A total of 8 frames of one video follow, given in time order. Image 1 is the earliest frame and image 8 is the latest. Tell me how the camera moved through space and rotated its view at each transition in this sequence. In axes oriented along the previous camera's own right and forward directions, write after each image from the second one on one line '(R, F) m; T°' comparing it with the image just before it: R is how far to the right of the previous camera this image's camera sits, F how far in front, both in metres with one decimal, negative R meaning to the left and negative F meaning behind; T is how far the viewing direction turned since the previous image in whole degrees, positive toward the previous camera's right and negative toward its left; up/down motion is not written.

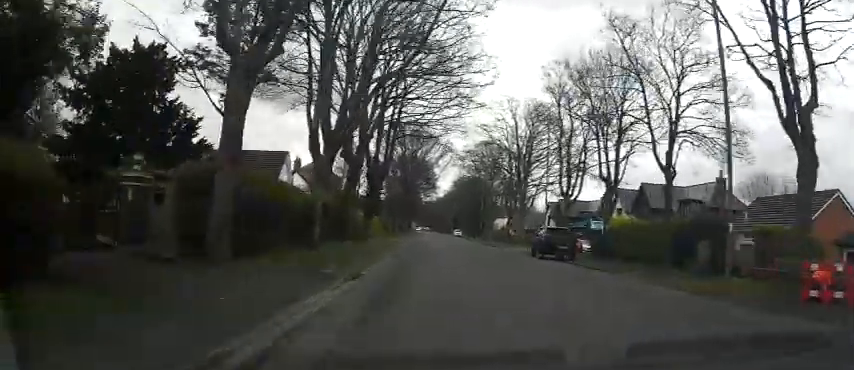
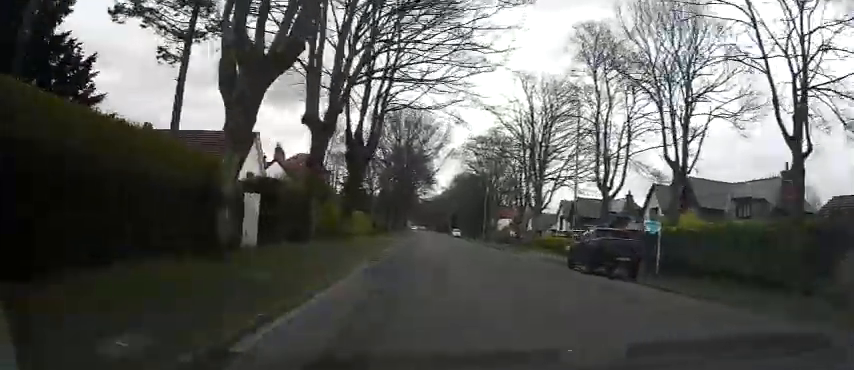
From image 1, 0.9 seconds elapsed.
(+0.1, +9.3) m; +1°
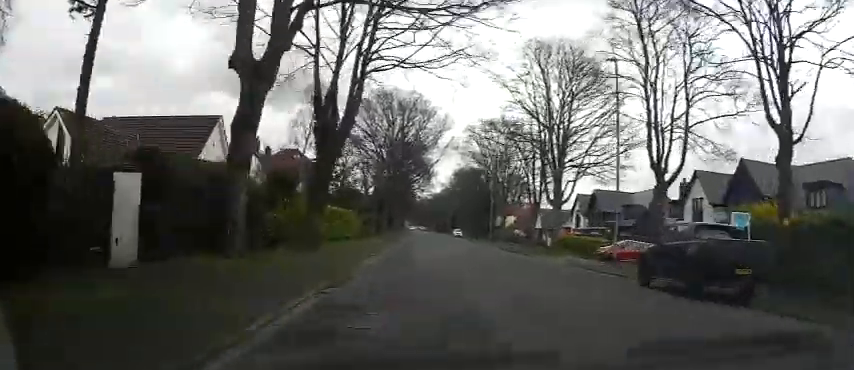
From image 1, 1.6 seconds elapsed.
(0.0, +7.8) m; 0°
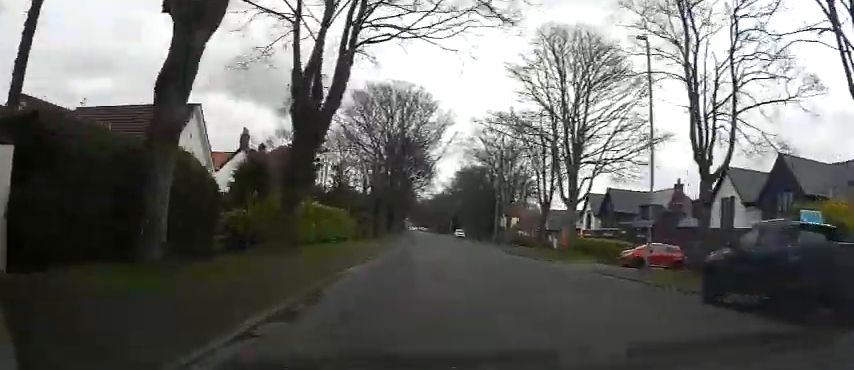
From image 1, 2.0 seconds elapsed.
(0.0, +4.3) m; 0°
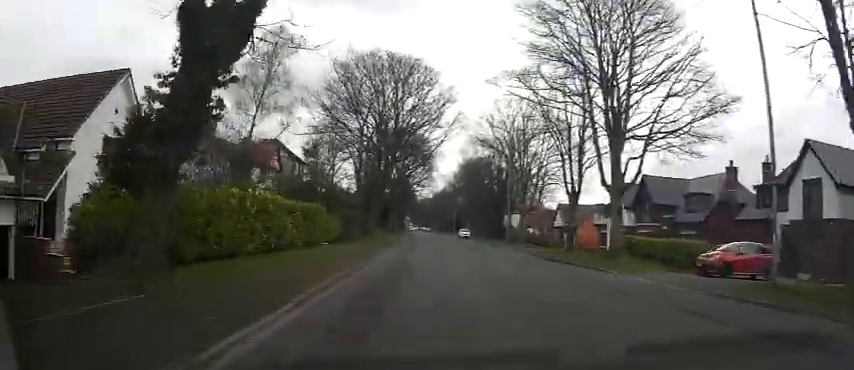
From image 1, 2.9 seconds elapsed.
(0.0, +8.6) m; -2°
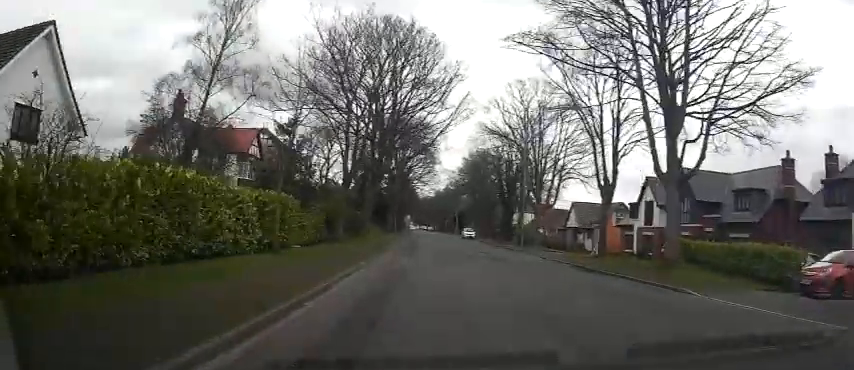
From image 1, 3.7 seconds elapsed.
(-0.1, +7.0) m; -1°
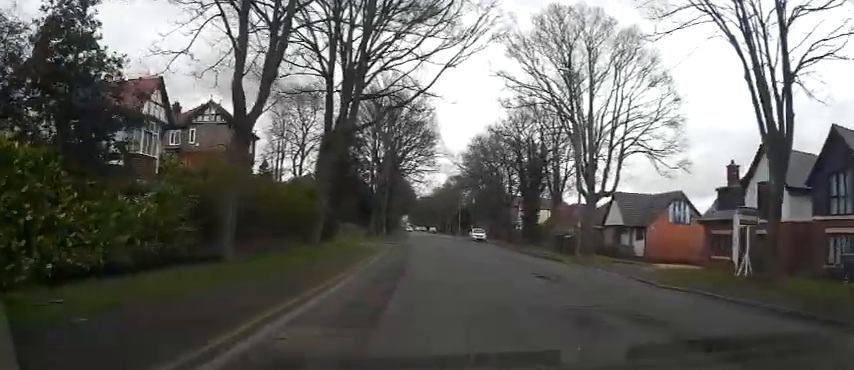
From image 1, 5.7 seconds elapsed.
(+0.1, +16.7) m; -1°
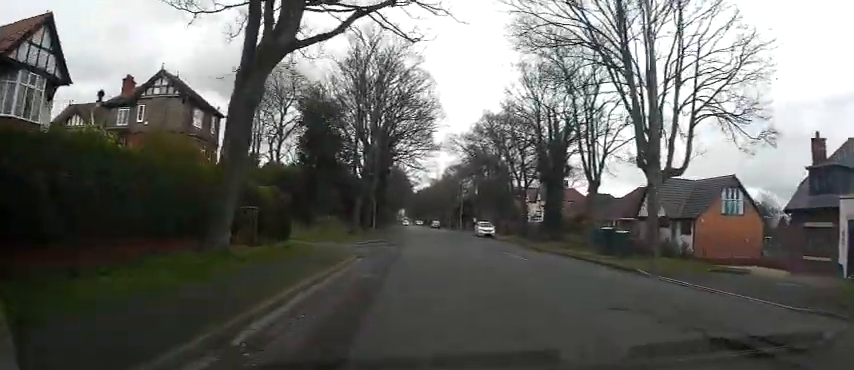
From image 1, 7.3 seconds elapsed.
(-0.3, +11.0) m; -1°
